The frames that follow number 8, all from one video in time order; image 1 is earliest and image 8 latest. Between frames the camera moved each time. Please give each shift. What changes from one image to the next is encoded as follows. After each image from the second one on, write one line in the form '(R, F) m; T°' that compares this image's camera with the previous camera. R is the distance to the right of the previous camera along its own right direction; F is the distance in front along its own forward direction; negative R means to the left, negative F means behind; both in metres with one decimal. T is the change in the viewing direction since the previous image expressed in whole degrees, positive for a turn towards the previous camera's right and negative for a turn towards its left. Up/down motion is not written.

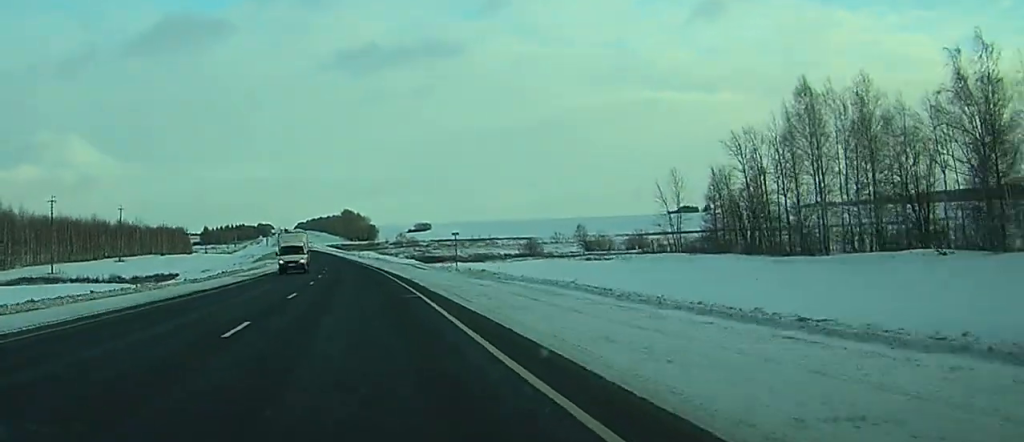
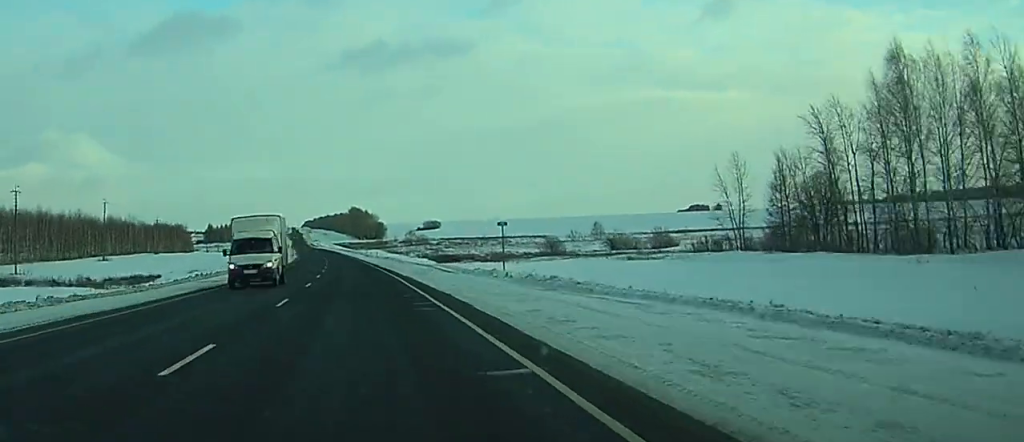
(-0.1, +16.4) m; -1°
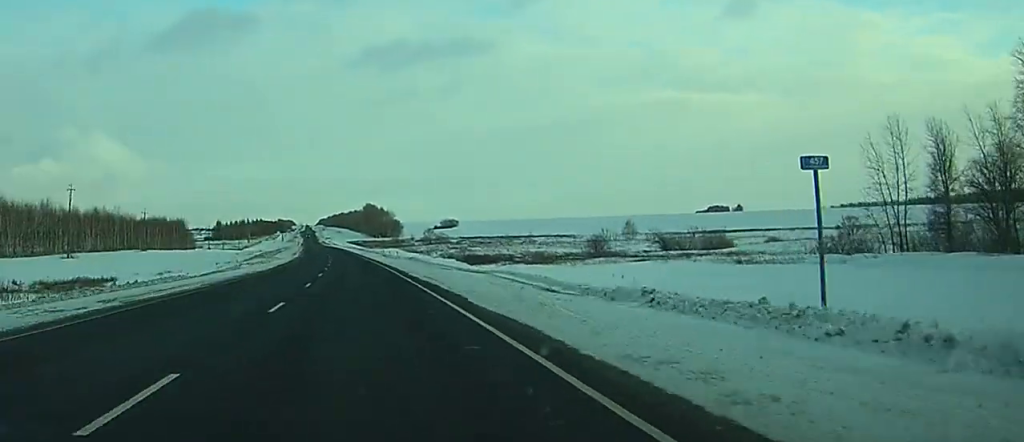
(-0.2, +27.0) m; -1°
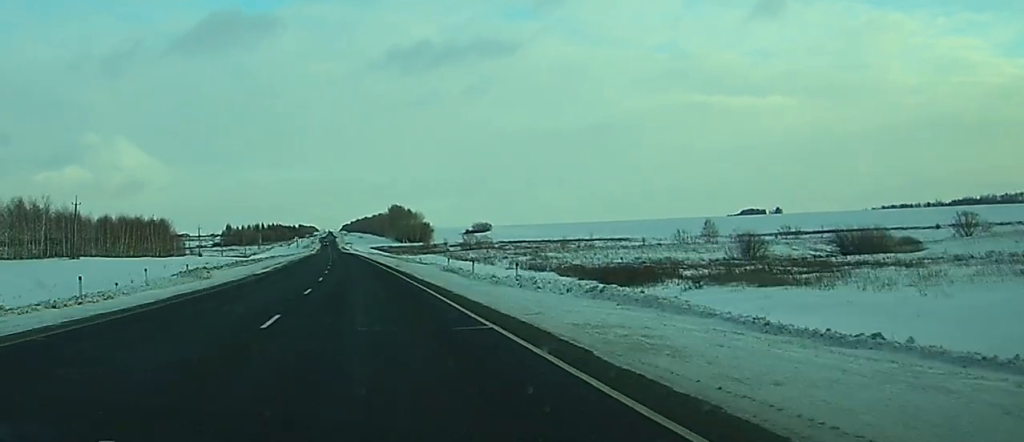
(-1.3, +62.7) m; -2°
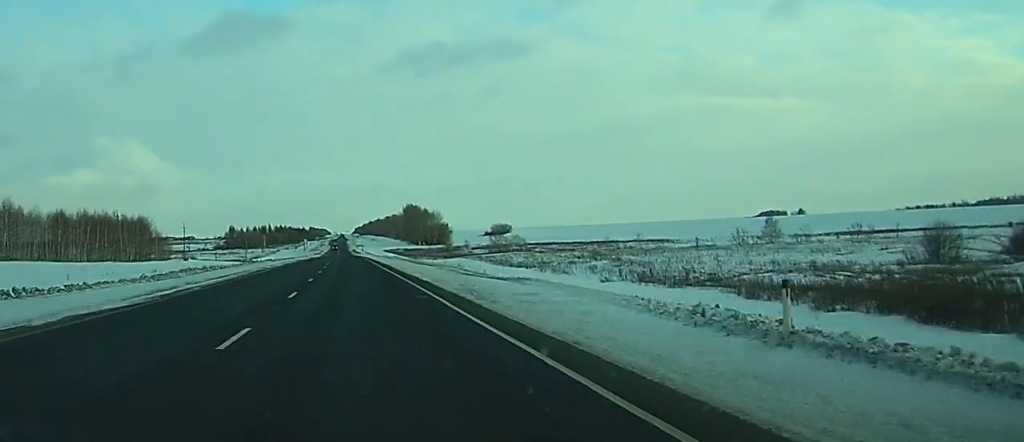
(-0.3, +39.3) m; -1°
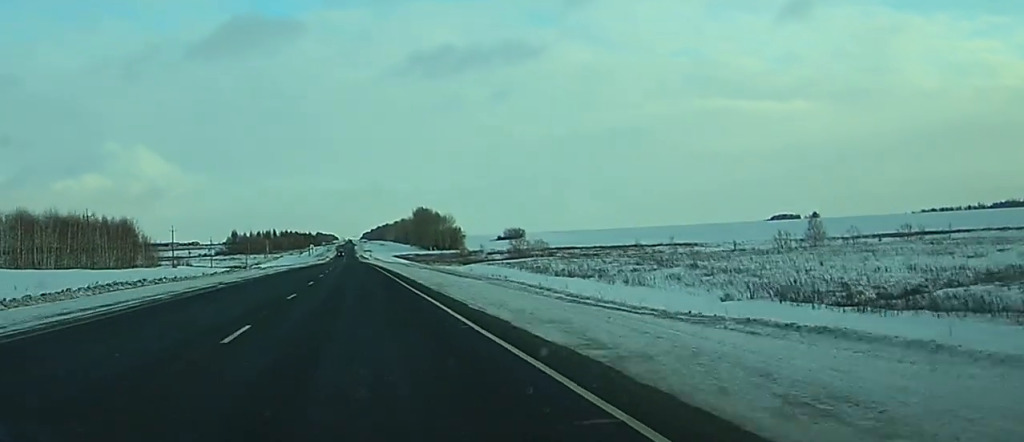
(-0.2, +22.7) m; -1°
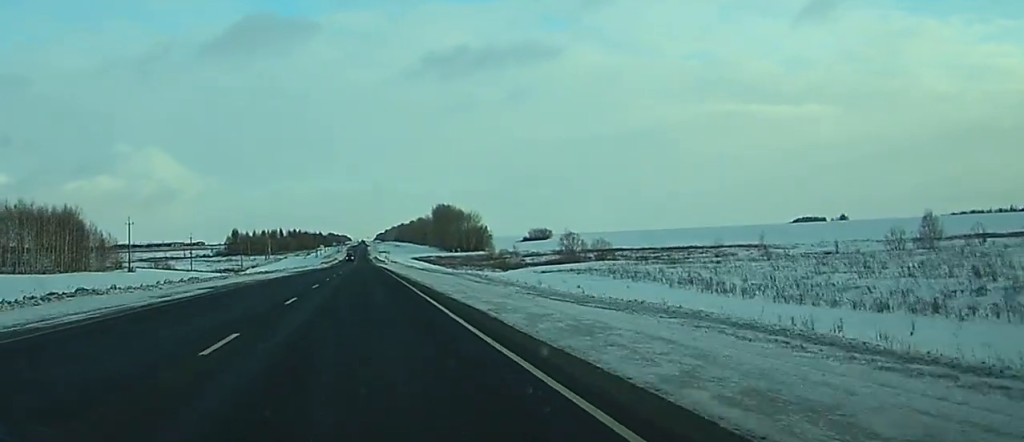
(-0.4, +49.1) m; -1°
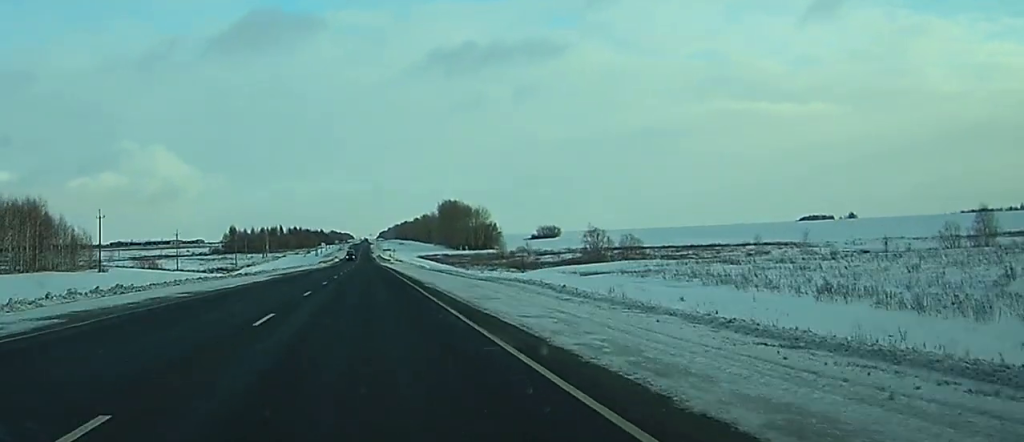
(-0.1, +19.3) m; 0°
